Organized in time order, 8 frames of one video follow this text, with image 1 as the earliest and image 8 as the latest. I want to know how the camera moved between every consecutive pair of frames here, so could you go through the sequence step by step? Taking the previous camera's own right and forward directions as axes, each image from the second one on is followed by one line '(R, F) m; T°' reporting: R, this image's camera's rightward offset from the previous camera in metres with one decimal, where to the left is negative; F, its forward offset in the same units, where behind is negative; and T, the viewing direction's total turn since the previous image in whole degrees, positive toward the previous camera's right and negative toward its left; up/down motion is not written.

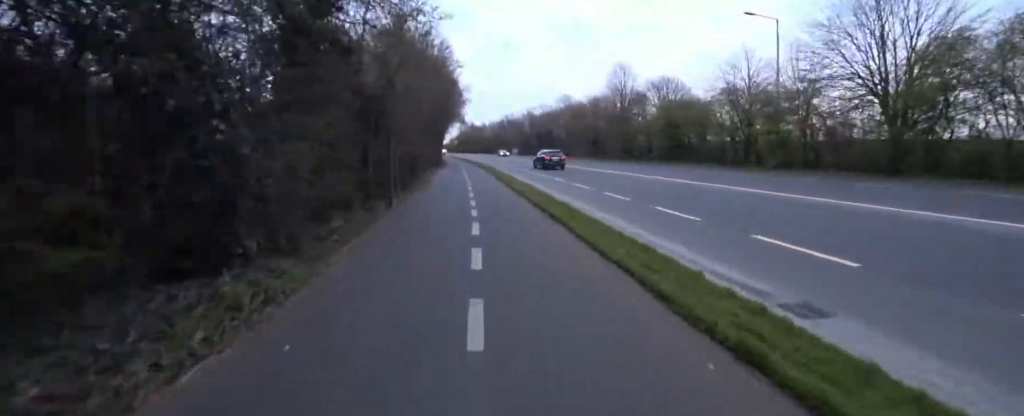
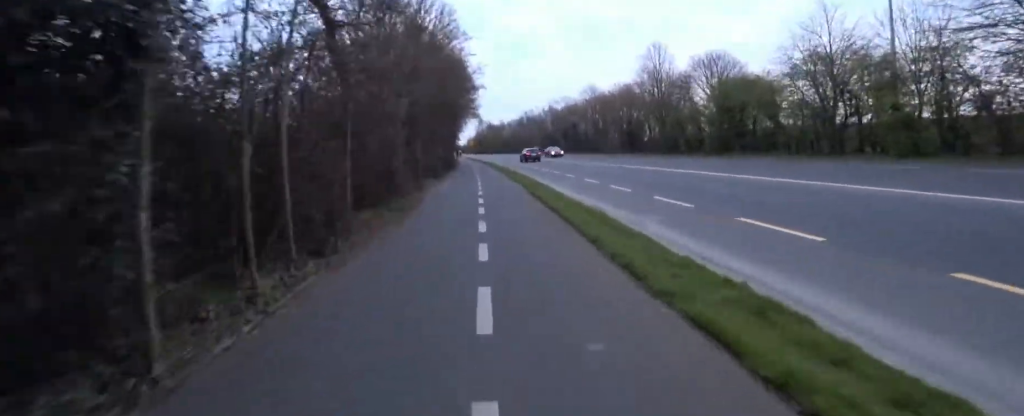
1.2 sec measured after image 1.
(-0.3, +7.8) m; -2°
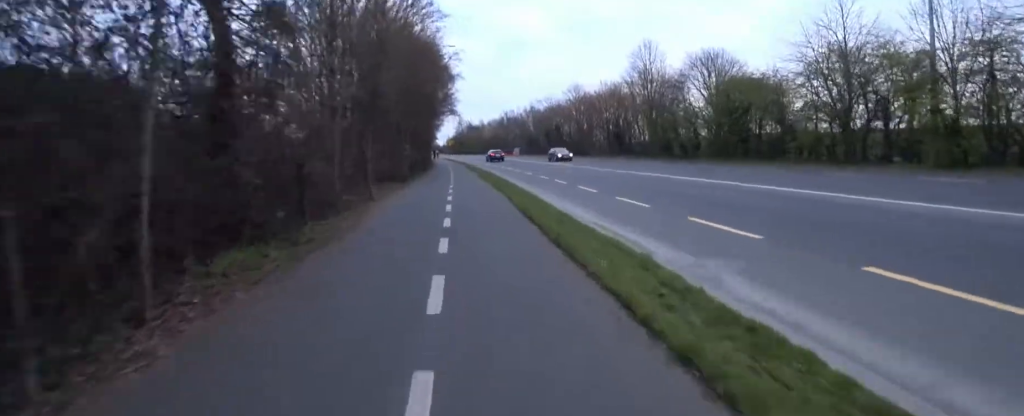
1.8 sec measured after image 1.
(0.0, +4.2) m; +1°
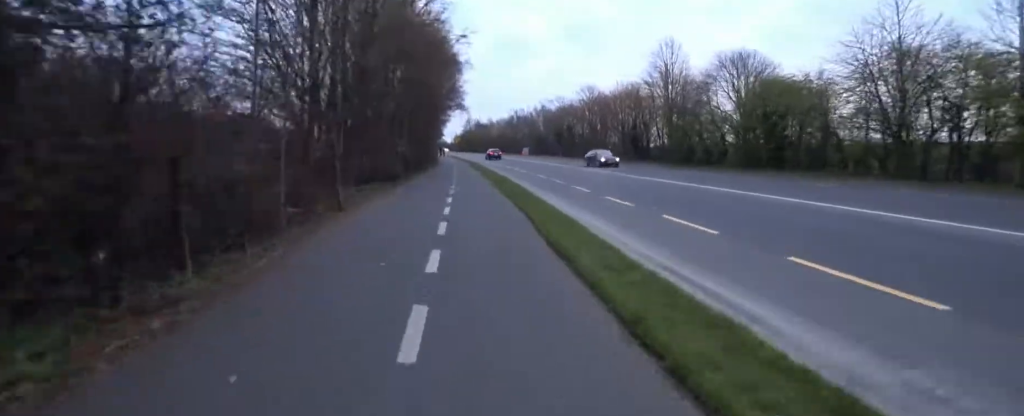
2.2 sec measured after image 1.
(+0.2, +3.6) m; +2°
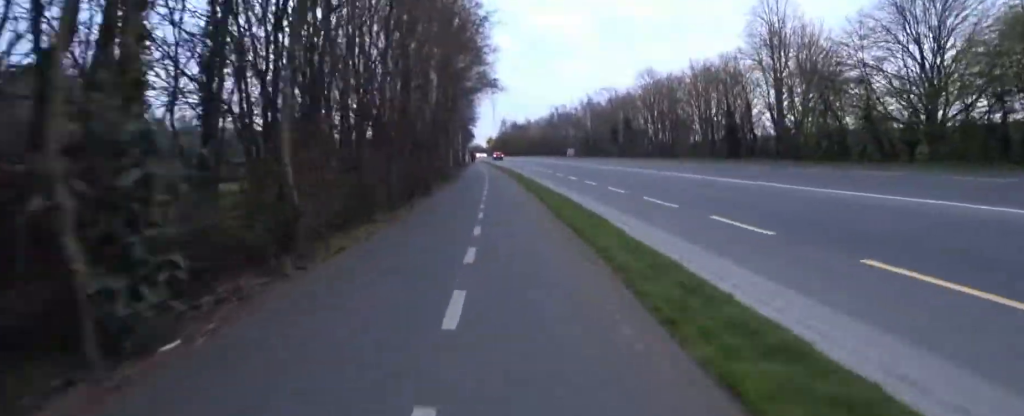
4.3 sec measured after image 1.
(+0.2, +11.1) m; +1°
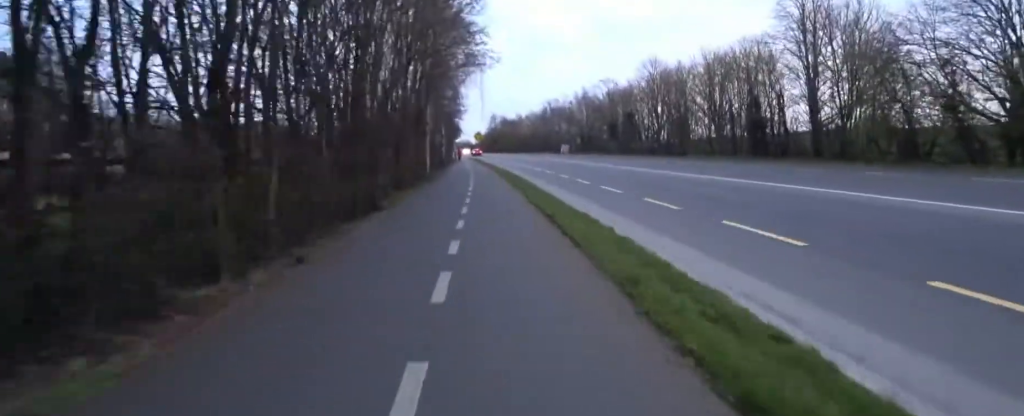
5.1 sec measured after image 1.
(0.0, +3.9) m; 0°
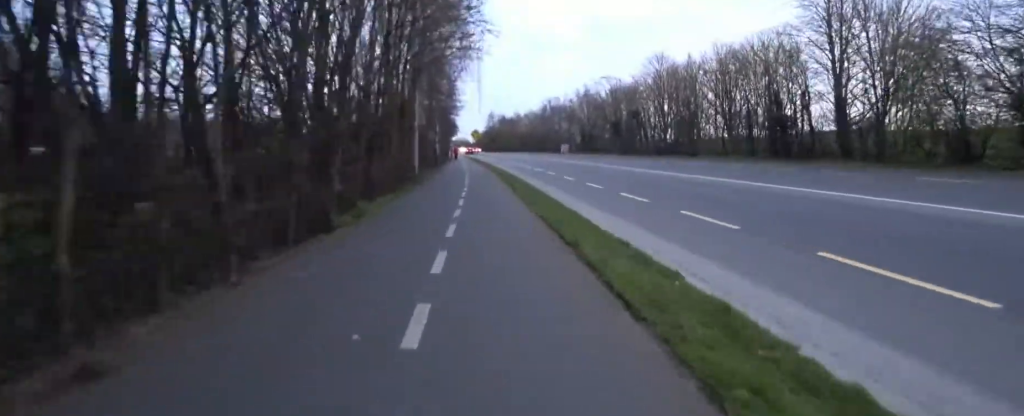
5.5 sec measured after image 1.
(0.0, +2.1) m; 0°
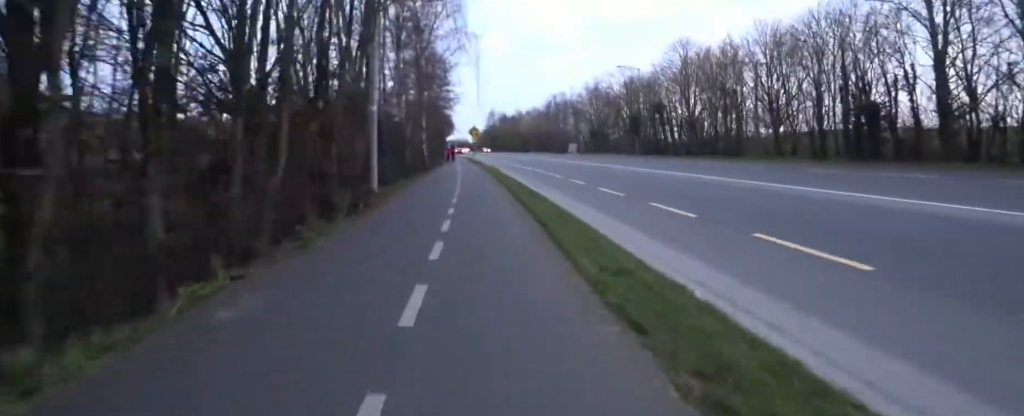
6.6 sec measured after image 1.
(-0.1, +5.5) m; -3°
